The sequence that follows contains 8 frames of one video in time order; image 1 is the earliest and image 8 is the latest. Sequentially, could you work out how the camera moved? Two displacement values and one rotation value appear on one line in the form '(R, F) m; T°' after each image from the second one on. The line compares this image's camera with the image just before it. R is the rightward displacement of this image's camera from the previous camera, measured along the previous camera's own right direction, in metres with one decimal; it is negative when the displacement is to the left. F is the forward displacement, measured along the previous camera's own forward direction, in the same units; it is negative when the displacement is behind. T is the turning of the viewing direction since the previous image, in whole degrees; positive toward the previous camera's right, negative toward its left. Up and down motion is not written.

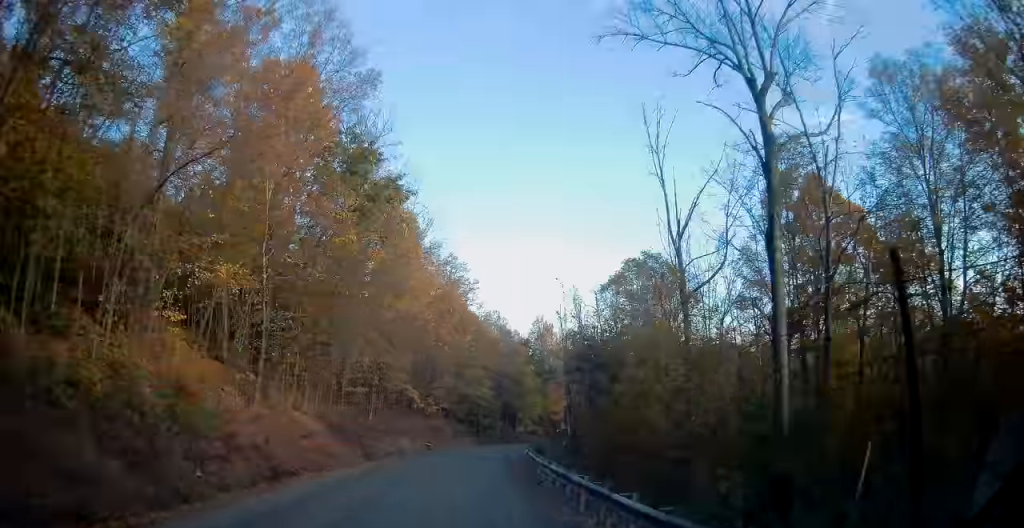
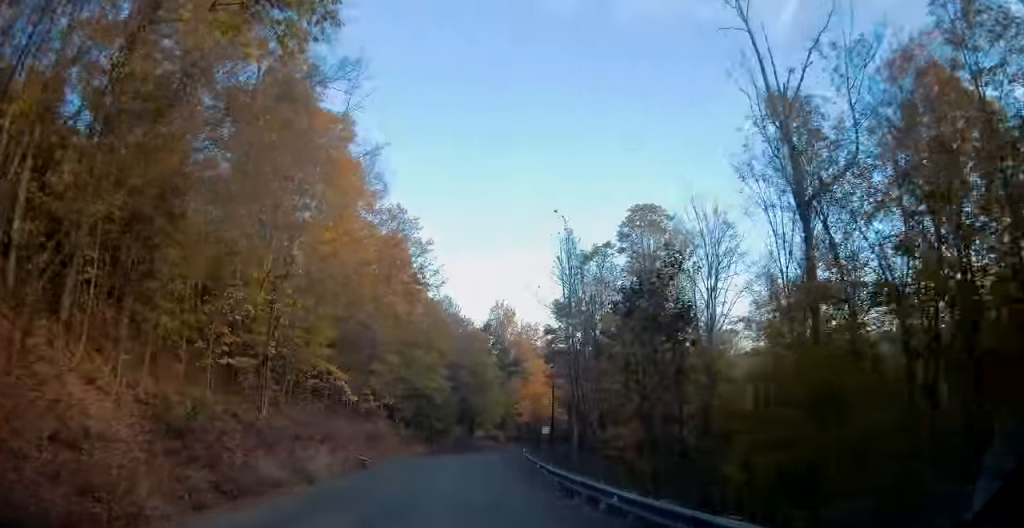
(+0.8, +18.0) m; +7°
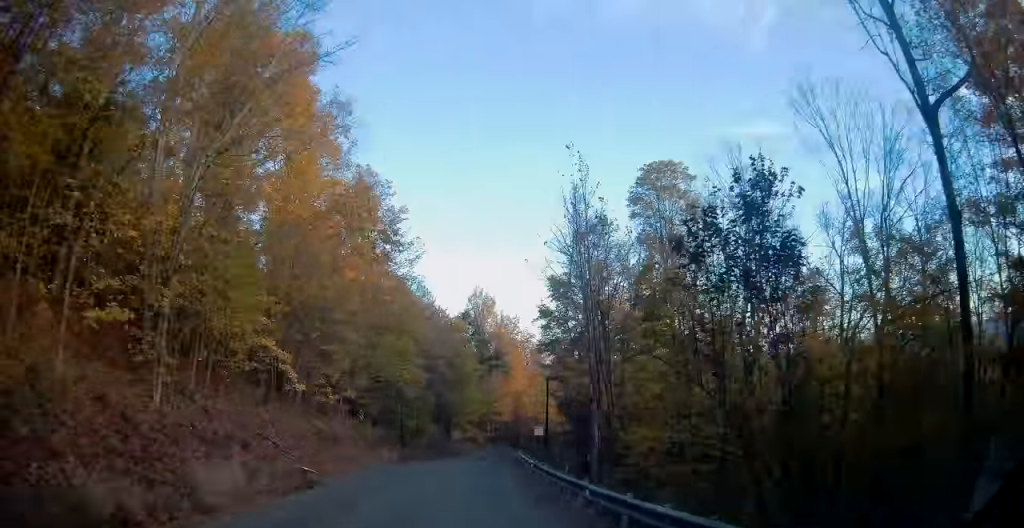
(+0.2, +9.0) m; +4°
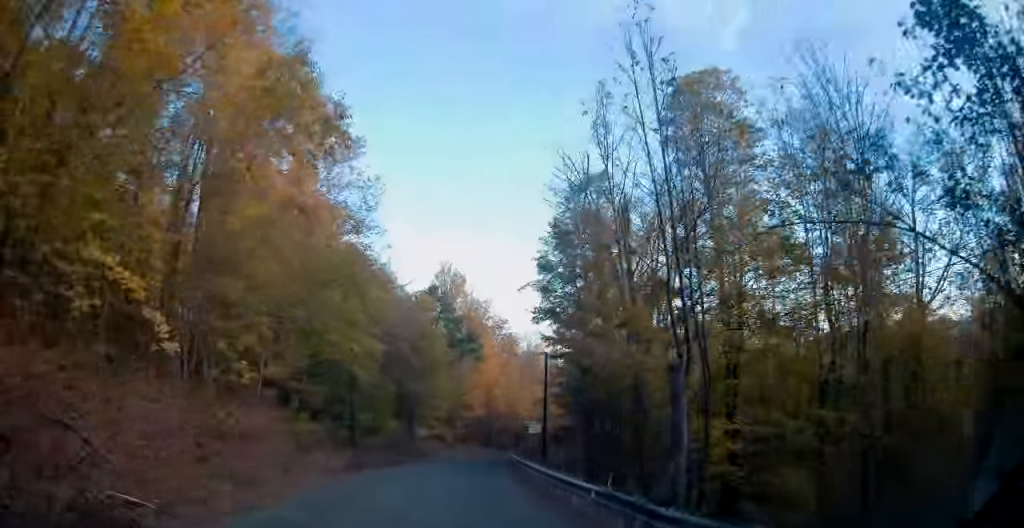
(+0.5, +12.1) m; +5°
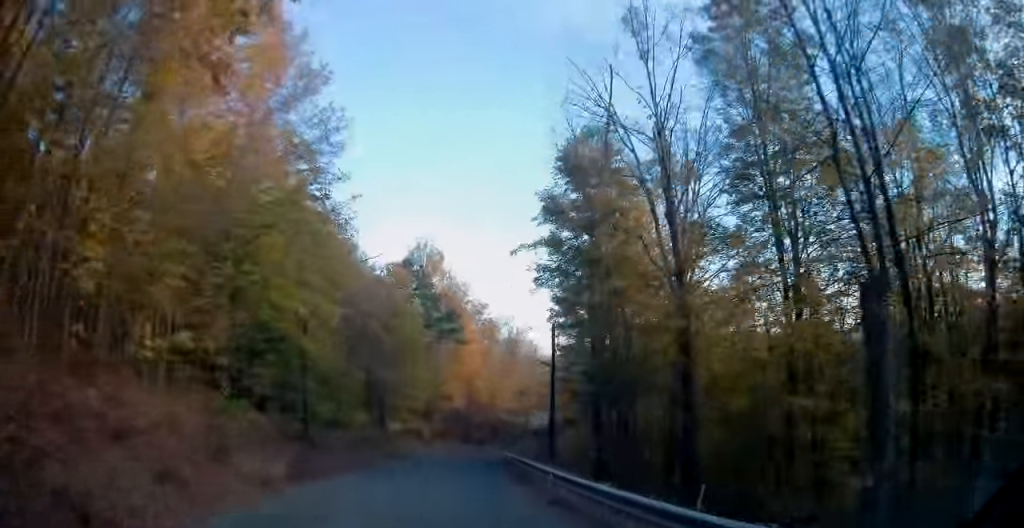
(+0.3, +8.0) m; +3°
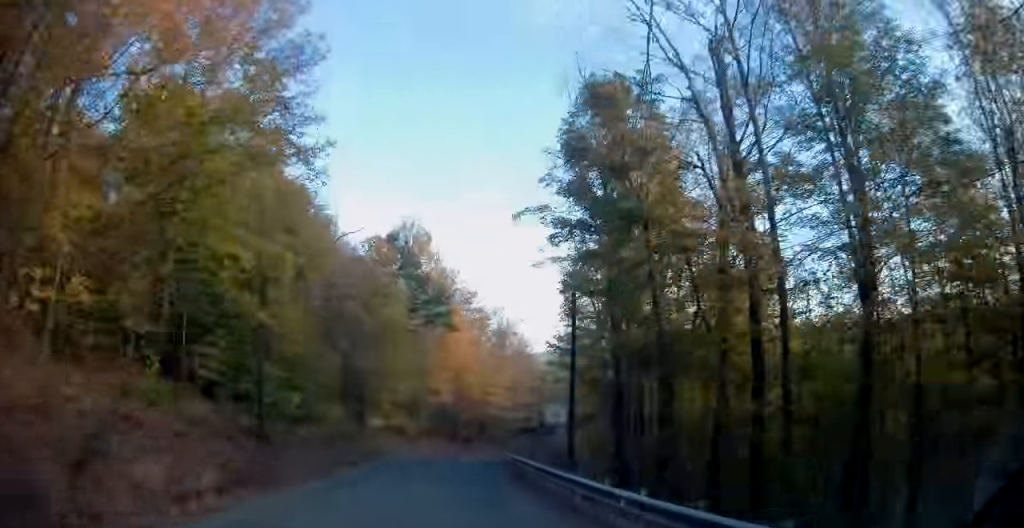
(0.0, +6.0) m; +2°
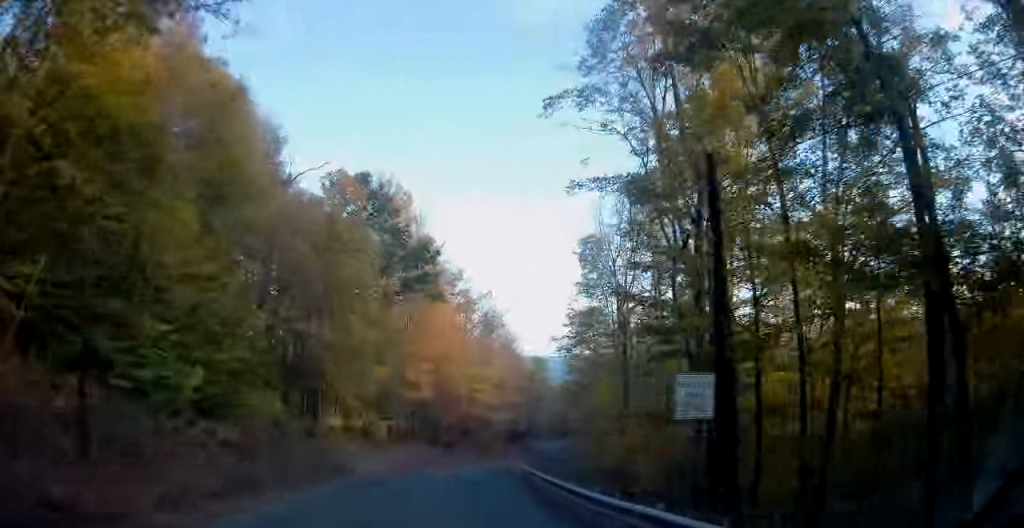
(+0.5, +11.8) m; +3°
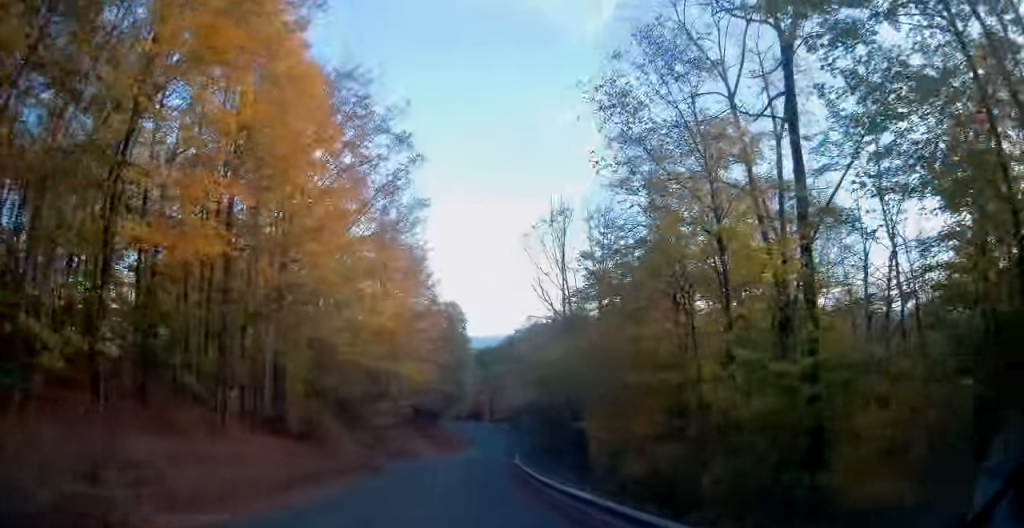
(+3.3, +36.8) m; +11°
